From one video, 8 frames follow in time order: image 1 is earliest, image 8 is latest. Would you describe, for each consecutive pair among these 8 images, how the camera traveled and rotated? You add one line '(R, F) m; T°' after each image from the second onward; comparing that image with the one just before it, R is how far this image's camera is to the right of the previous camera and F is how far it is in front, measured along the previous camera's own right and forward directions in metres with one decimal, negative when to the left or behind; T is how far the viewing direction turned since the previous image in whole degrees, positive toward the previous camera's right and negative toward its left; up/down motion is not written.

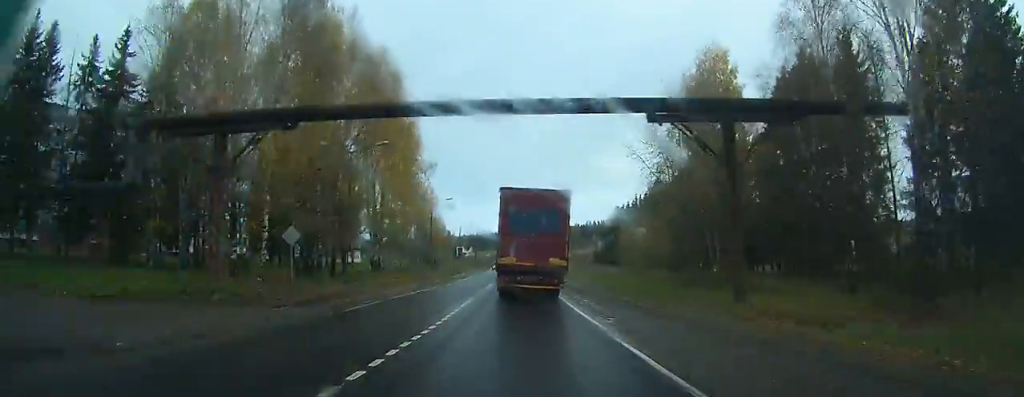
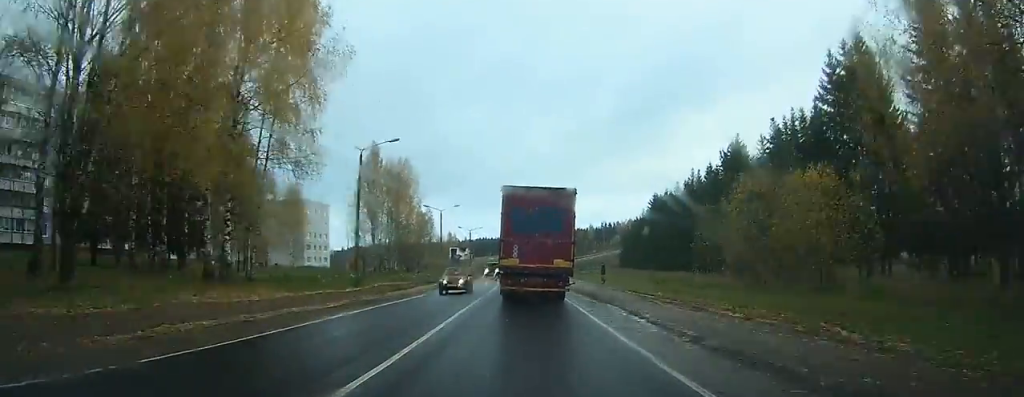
(0.0, +37.9) m; 0°
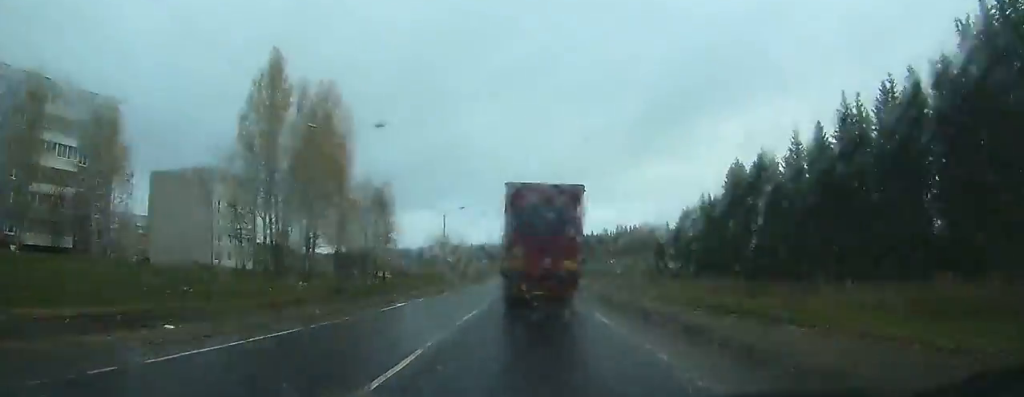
(-0.3, +45.4) m; -1°
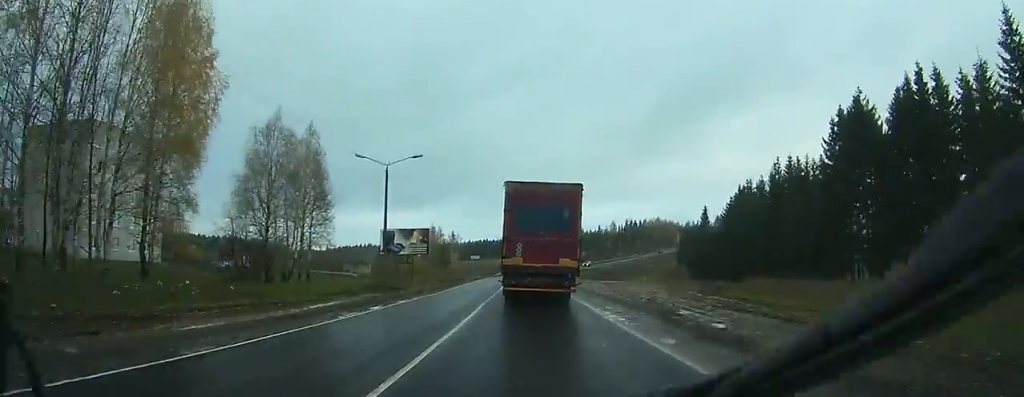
(-0.2, +31.7) m; 0°
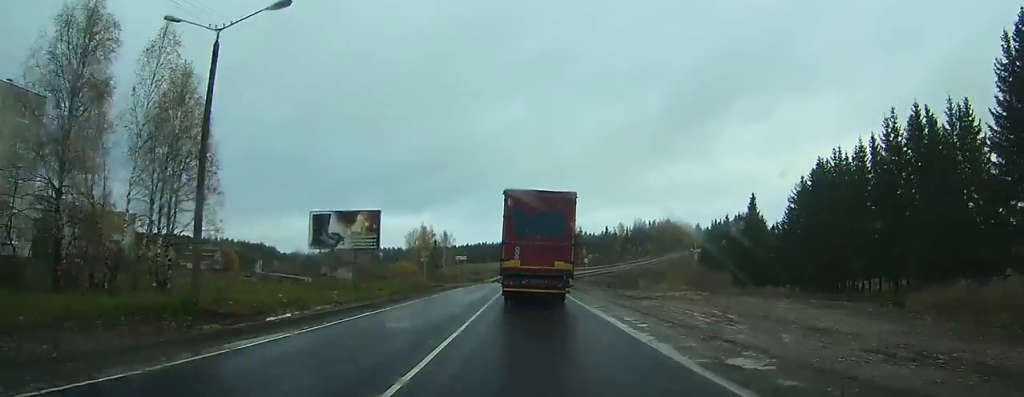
(0.0, +25.5) m; +1°
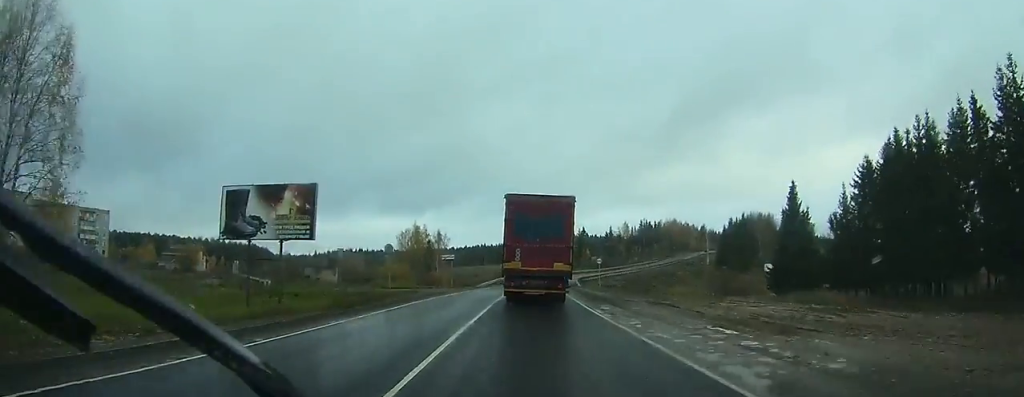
(0.0, +15.1) m; +1°
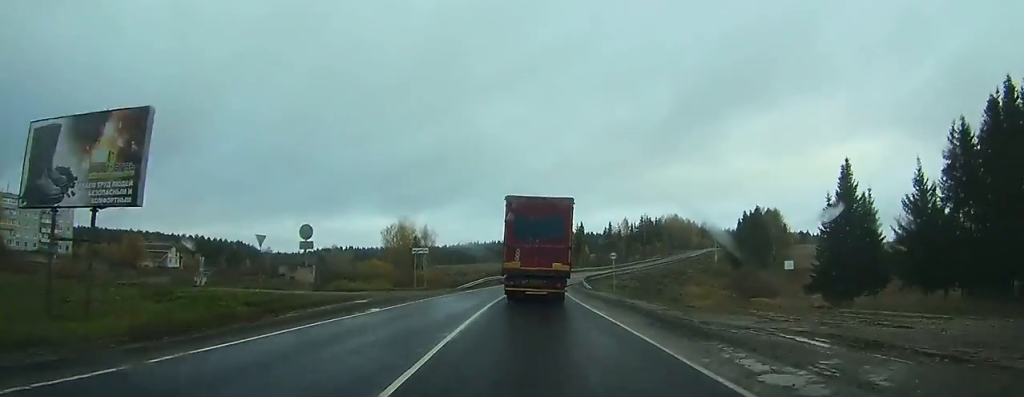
(+0.1, +15.2) m; +1°
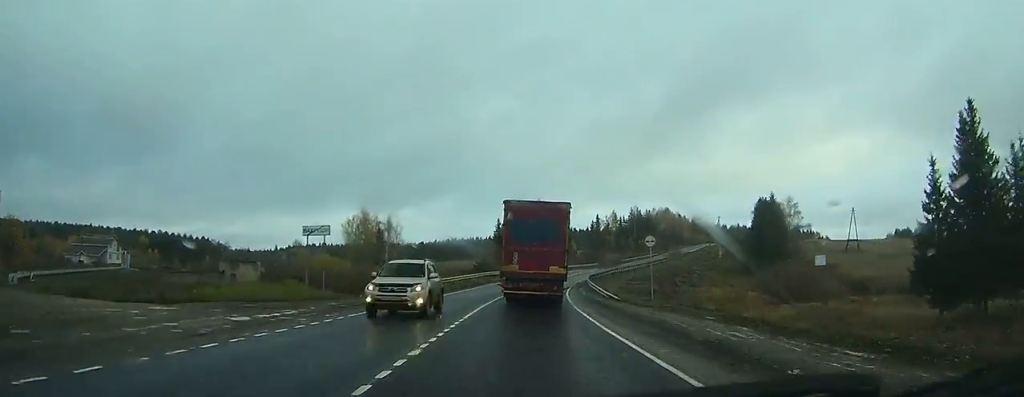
(+0.2, +23.2) m; +2°
